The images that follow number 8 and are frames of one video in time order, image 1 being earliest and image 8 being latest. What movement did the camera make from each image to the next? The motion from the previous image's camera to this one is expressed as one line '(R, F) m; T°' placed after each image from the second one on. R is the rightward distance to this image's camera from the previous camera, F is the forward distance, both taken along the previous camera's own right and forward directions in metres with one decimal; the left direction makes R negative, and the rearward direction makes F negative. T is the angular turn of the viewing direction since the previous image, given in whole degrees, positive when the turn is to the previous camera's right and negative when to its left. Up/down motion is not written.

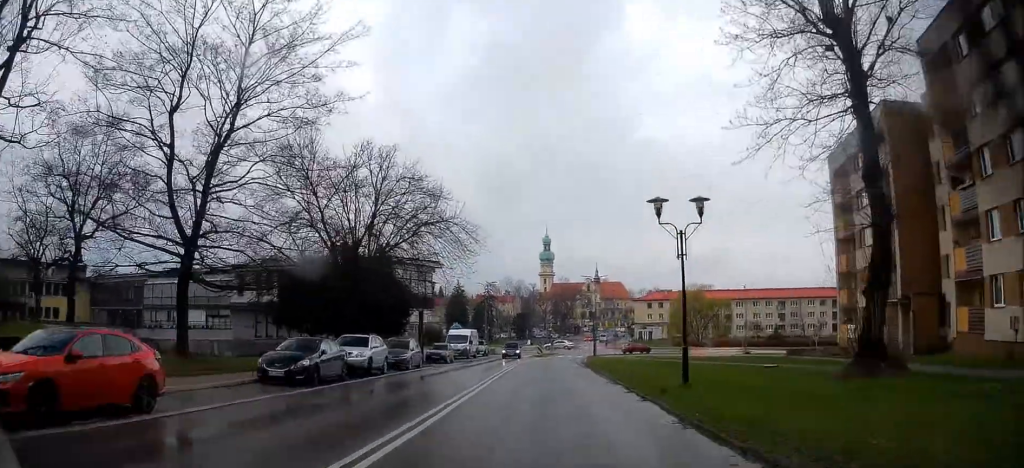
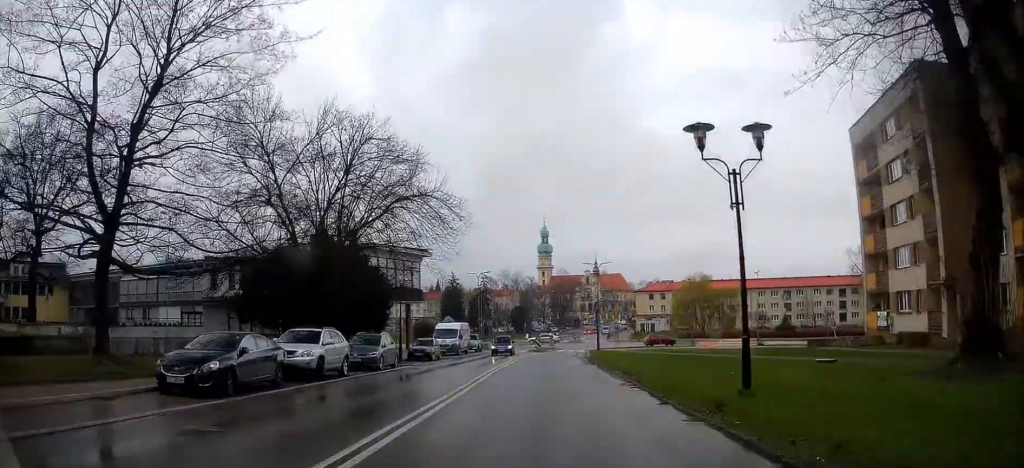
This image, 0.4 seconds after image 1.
(0.0, +5.3) m; 0°
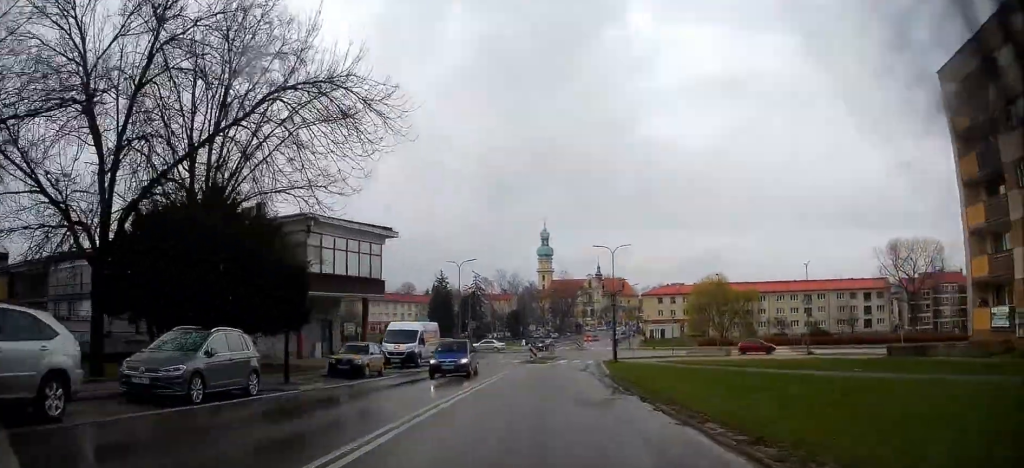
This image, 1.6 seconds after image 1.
(0.0, +14.3) m; 0°
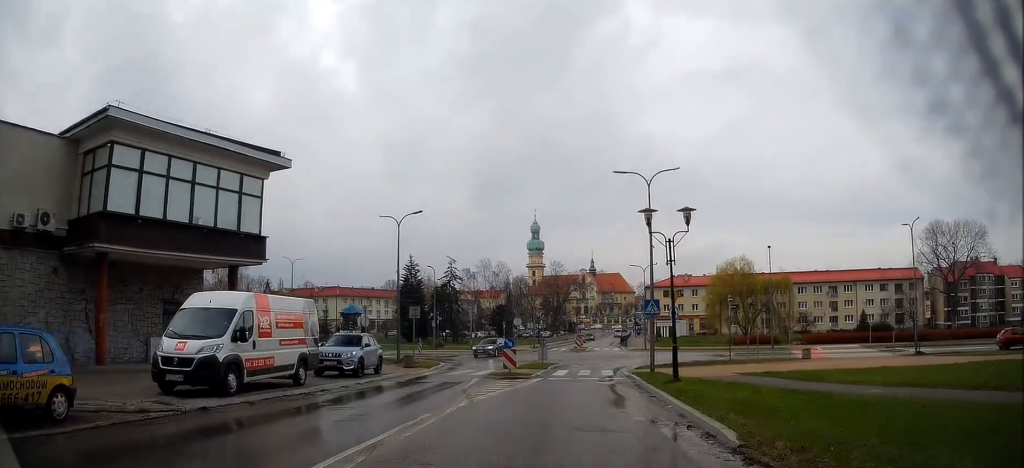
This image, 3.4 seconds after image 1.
(0.0, +20.6) m; +1°
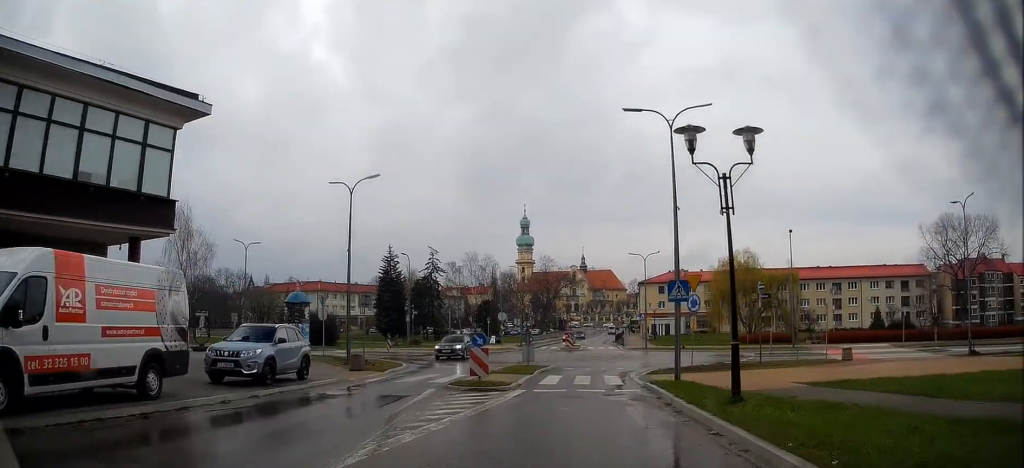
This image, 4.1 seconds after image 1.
(+0.1, +7.8) m; +1°
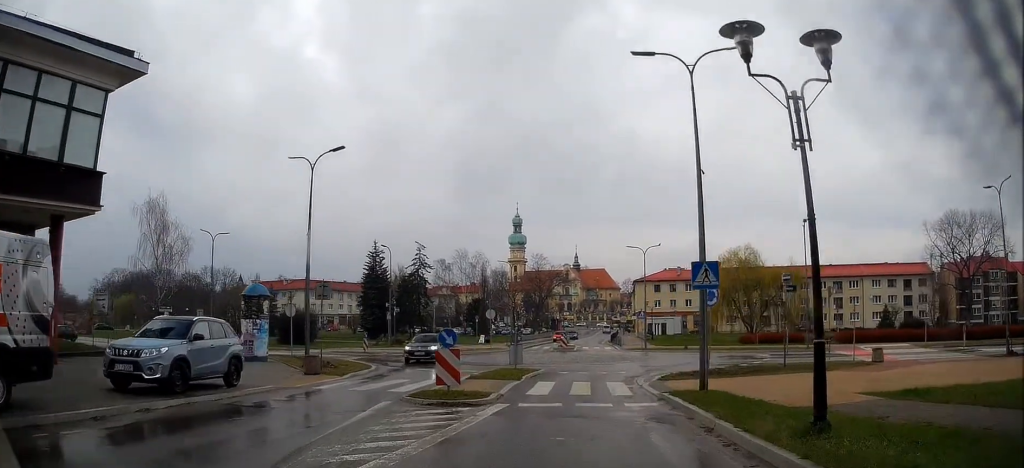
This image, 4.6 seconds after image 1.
(0.0, +4.5) m; +1°
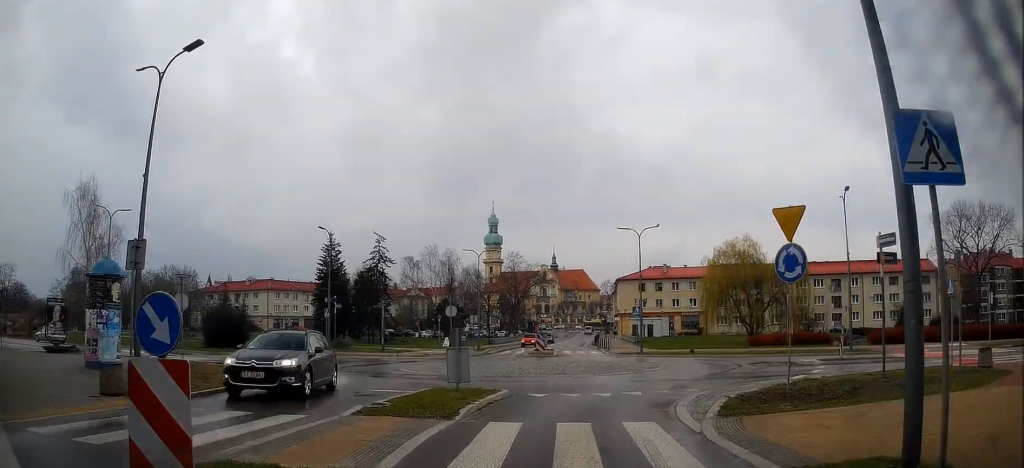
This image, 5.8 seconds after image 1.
(+0.1, +10.7) m; +3°
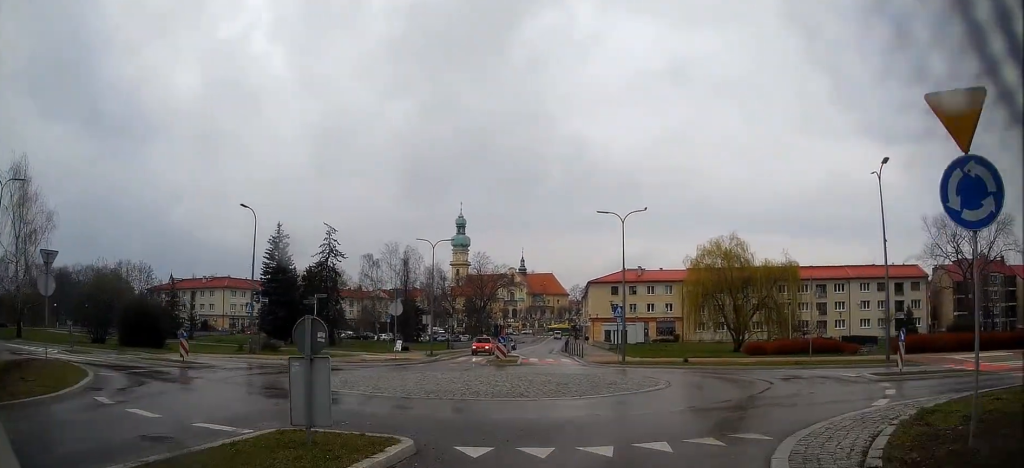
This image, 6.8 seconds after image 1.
(+0.4, +8.2) m; +6°
